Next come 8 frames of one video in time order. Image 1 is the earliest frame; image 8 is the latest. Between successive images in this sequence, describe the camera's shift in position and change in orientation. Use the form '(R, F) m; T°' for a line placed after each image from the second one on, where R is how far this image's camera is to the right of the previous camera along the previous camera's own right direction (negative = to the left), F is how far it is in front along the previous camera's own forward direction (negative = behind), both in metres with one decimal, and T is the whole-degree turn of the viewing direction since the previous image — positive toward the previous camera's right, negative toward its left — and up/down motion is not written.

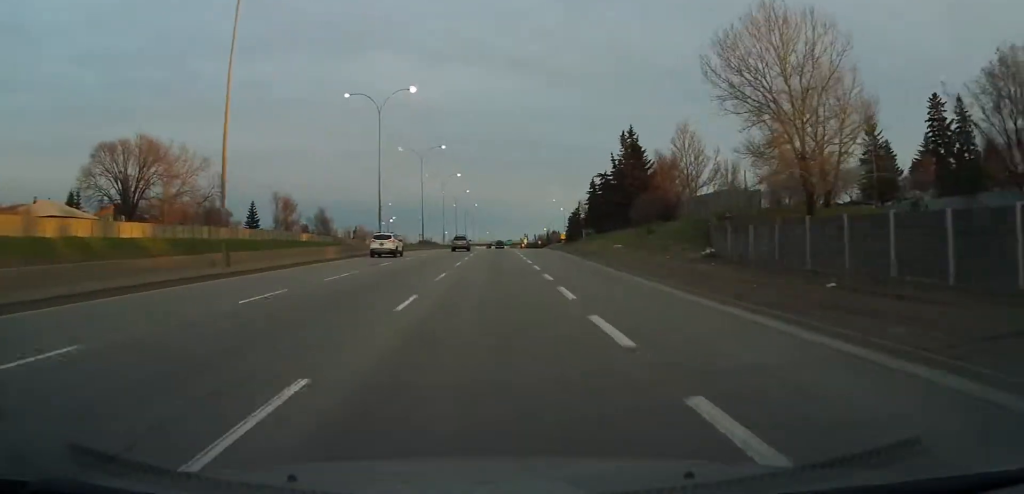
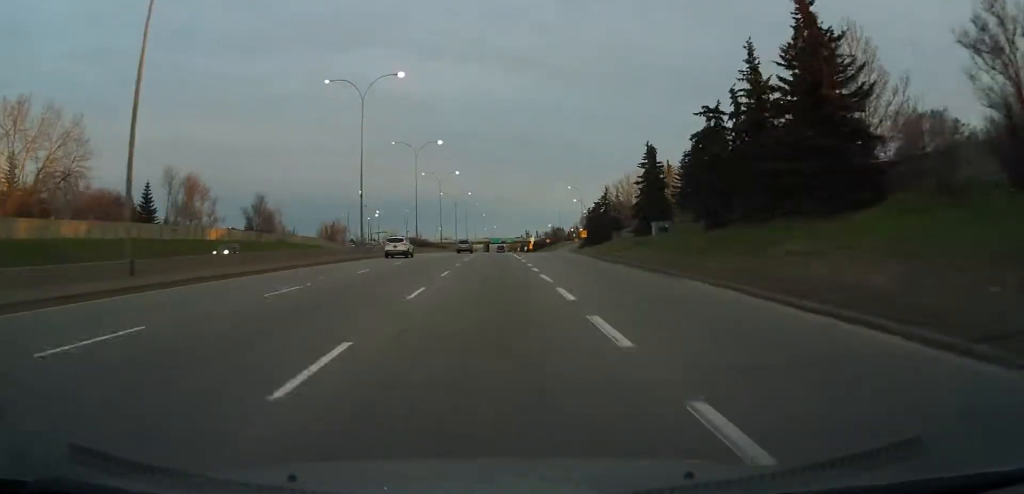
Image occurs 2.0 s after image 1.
(0.0, +44.3) m; 0°
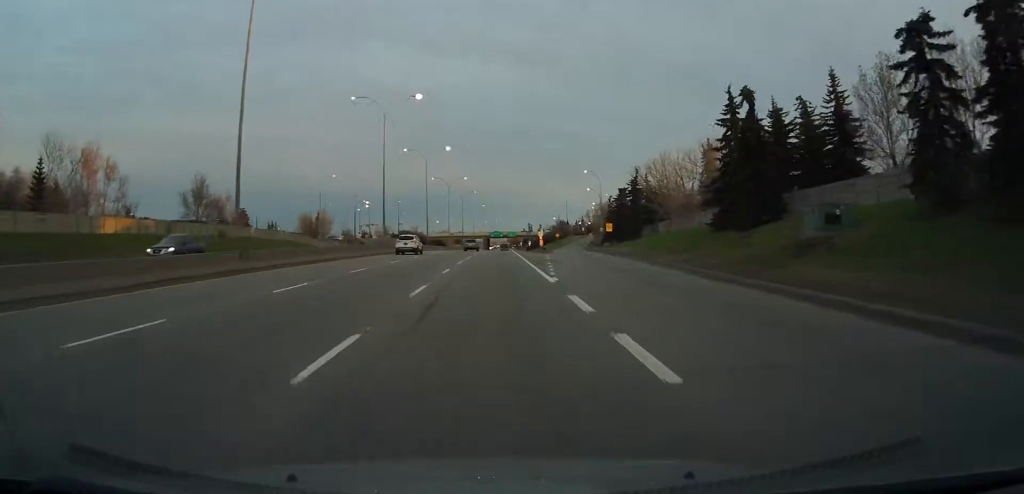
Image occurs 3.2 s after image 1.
(0.0, +26.6) m; 0°
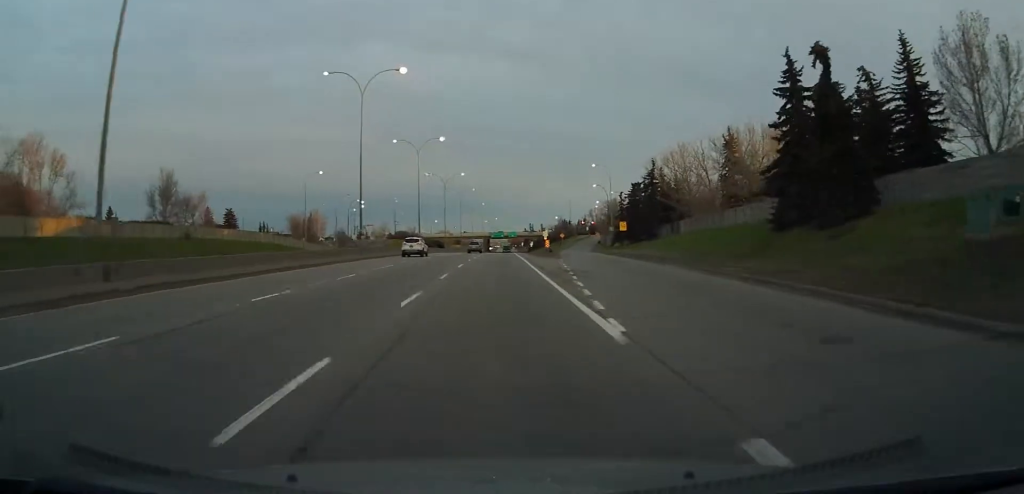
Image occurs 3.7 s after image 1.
(0.0, +10.7) m; 0°
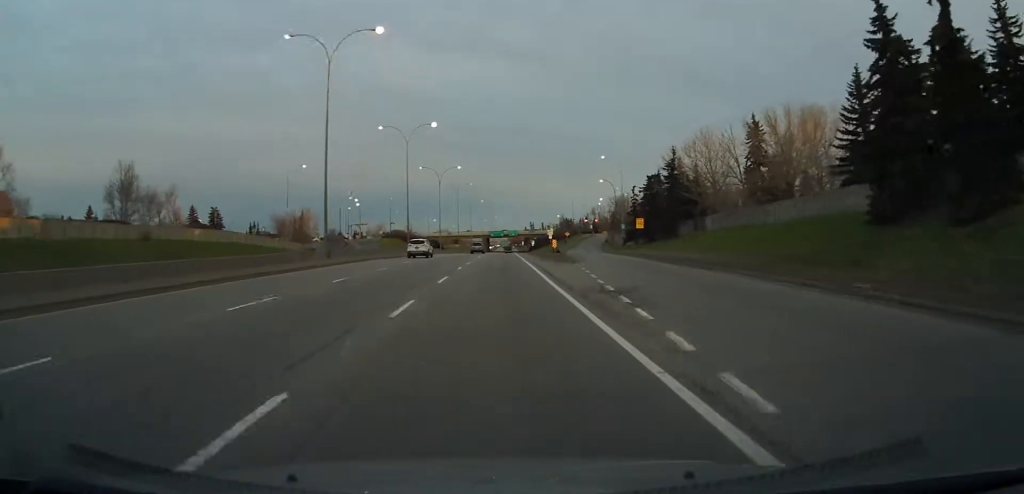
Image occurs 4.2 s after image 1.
(0.0, +10.7) m; 0°
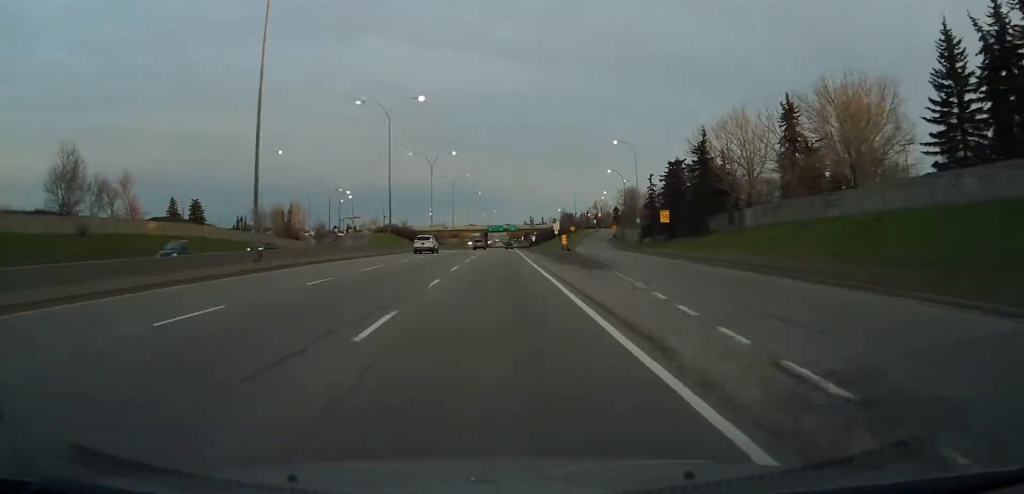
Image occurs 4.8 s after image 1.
(0.0, +12.1) m; 0°
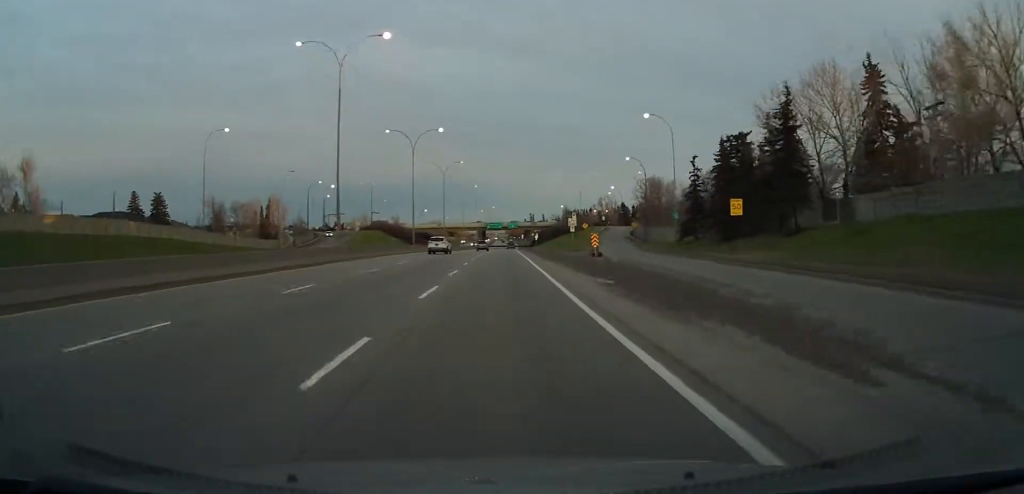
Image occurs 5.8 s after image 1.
(0.0, +20.6) m; 0°
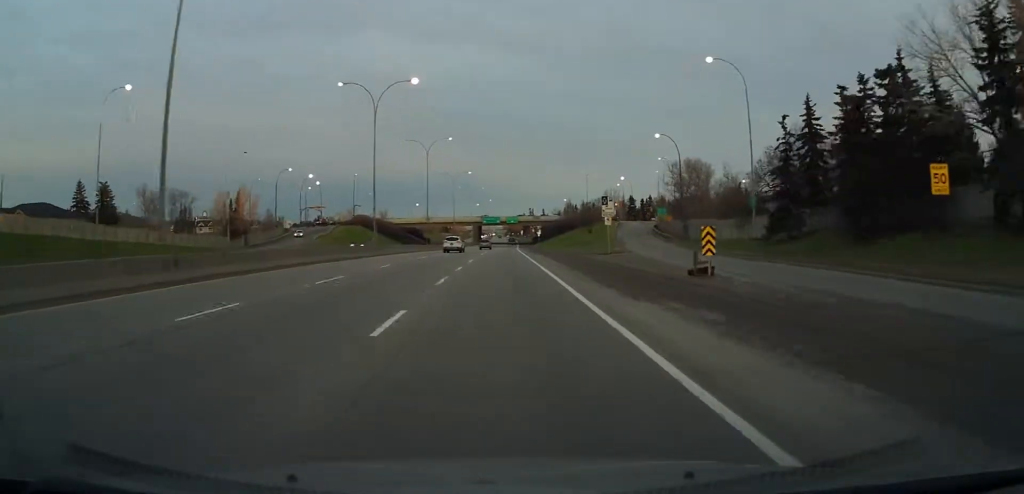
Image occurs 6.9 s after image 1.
(0.0, +23.4) m; 0°
